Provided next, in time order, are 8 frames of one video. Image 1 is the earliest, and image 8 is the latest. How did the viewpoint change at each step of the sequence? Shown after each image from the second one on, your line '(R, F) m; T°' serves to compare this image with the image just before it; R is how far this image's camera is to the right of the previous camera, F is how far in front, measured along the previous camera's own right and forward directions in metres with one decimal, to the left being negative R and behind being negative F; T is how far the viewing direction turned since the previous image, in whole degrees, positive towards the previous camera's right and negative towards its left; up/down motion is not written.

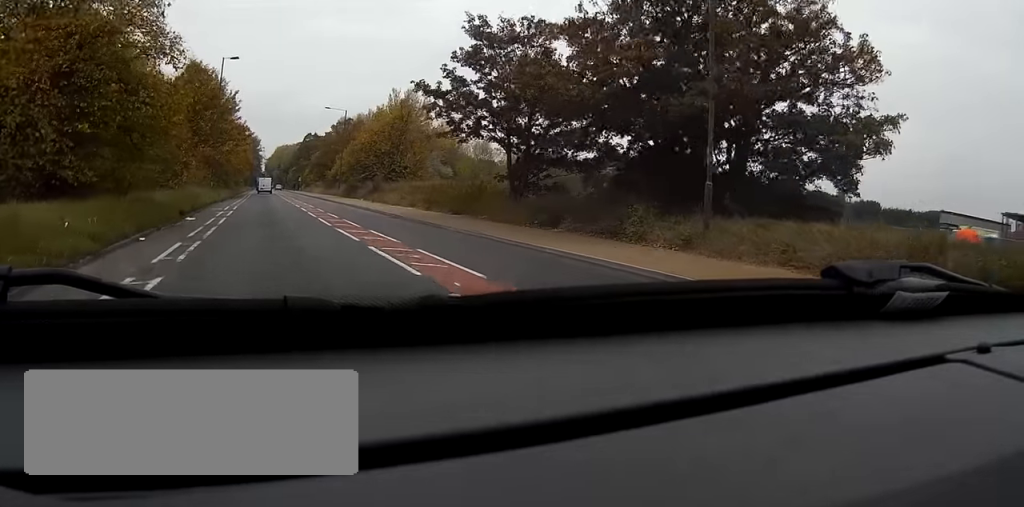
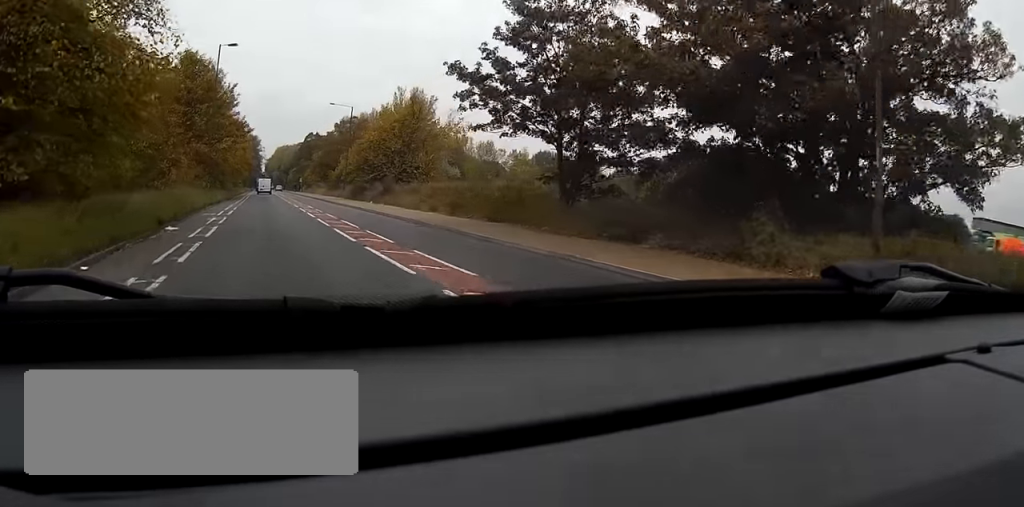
(0.0, +5.5) m; -1°
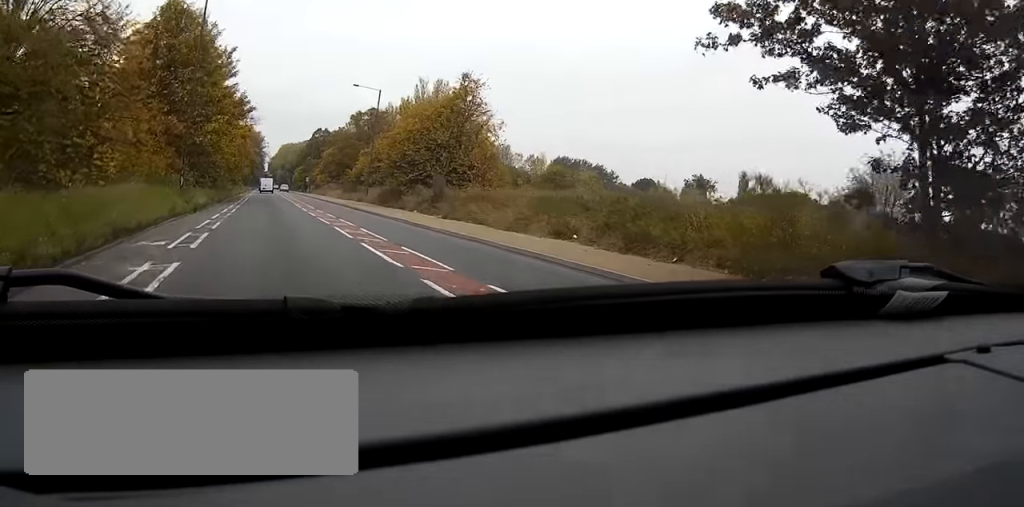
(-0.2, +16.3) m; -1°
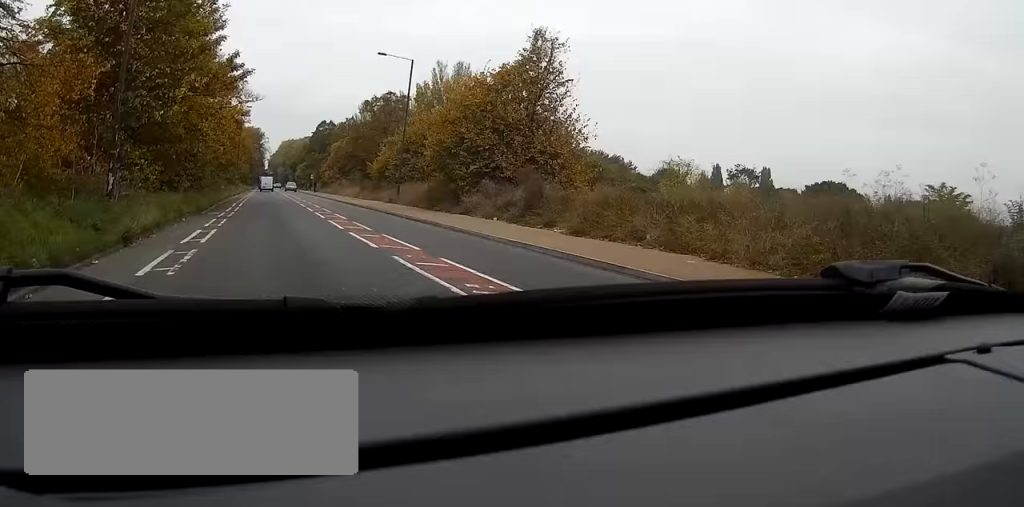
(0.0, +14.5) m; 0°
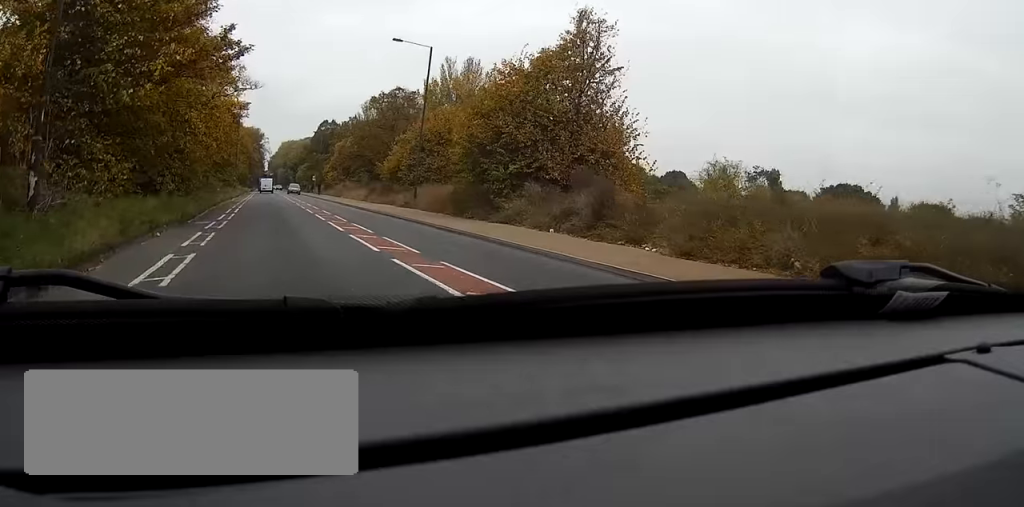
(0.0, +5.7) m; 0°
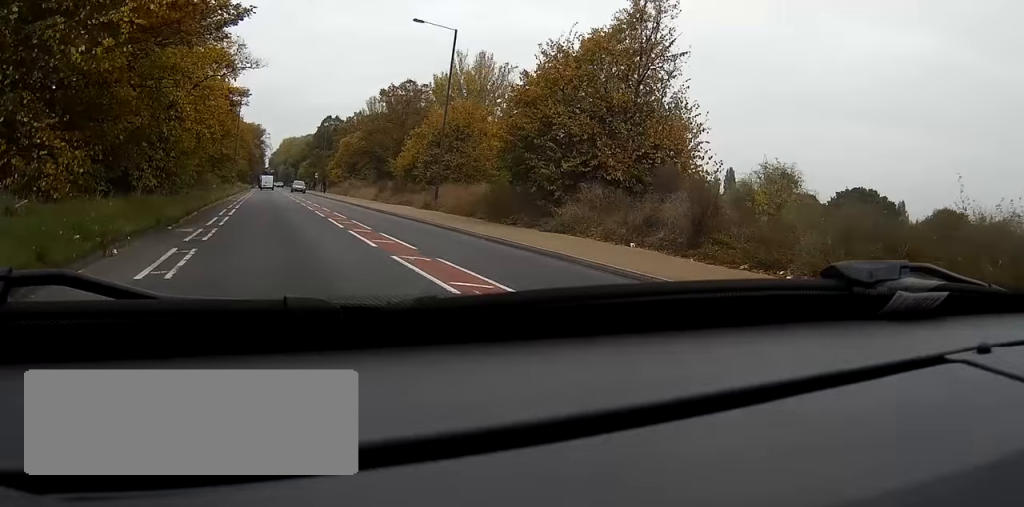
(0.0, +5.3) m; 0°
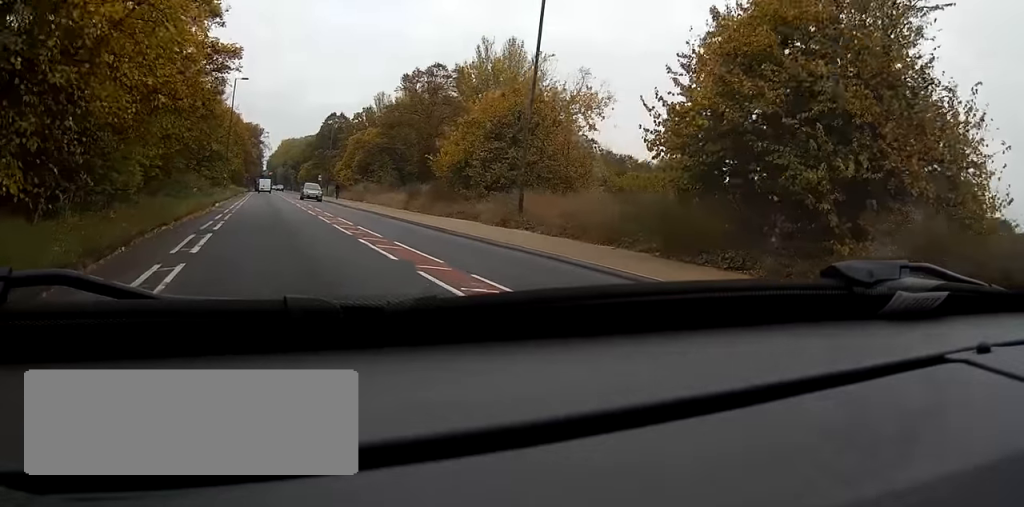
(-0.1, +13.7) m; 0°
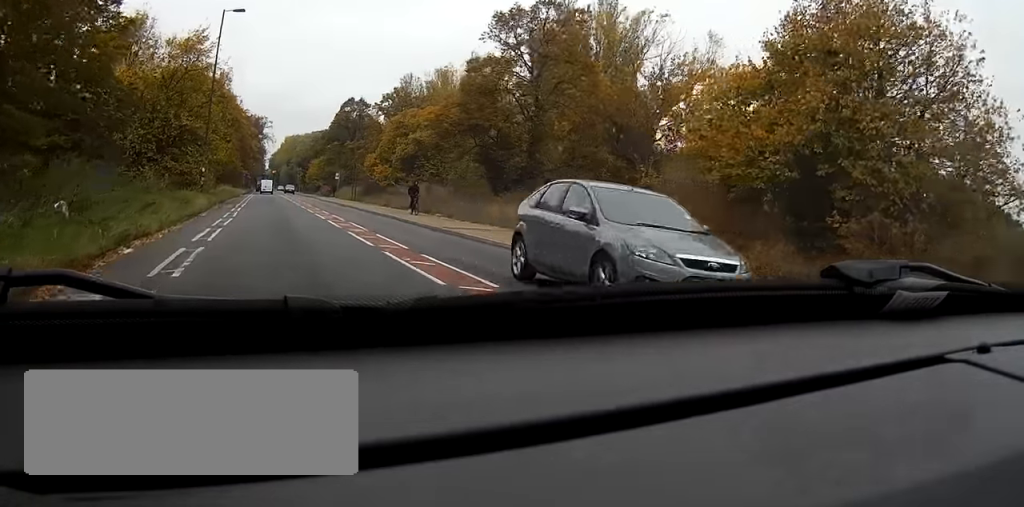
(+0.2, +26.4) m; 0°
